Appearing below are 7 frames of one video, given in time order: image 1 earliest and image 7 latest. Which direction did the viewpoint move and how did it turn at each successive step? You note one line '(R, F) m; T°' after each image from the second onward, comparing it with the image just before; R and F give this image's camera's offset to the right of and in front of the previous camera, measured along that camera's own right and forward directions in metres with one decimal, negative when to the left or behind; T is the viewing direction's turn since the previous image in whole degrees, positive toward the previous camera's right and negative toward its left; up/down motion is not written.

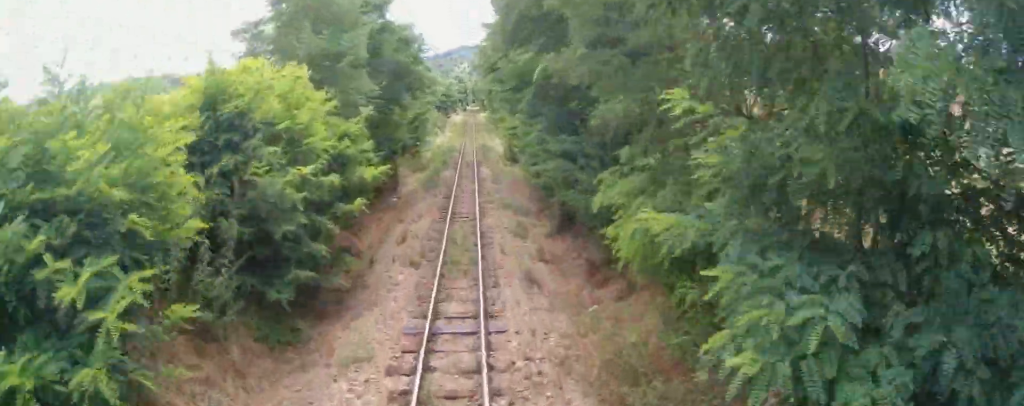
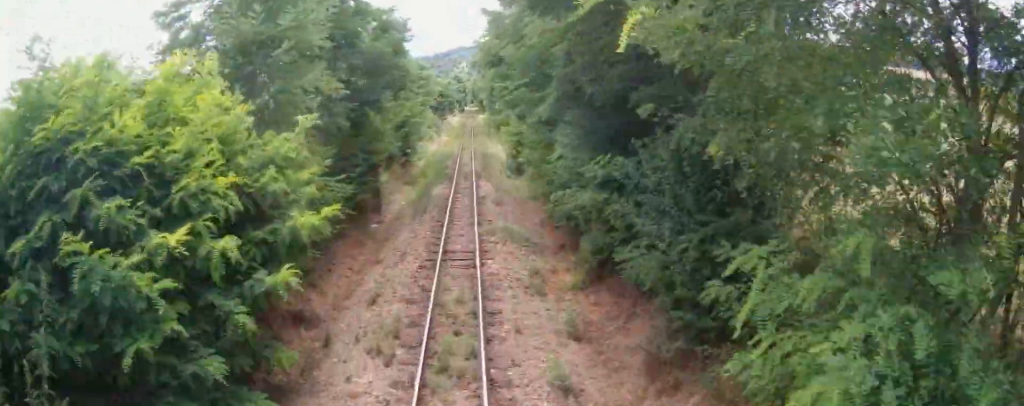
(-0.1, +4.6) m; -1°
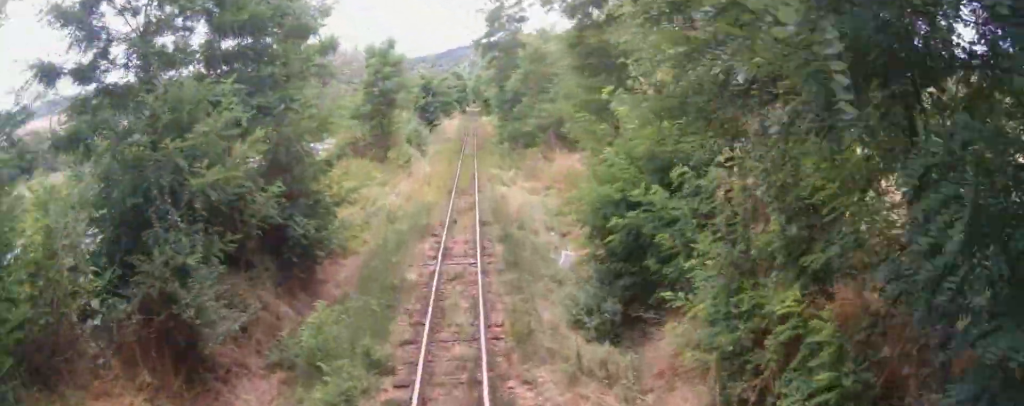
(-0.6, +20.0) m; -2°
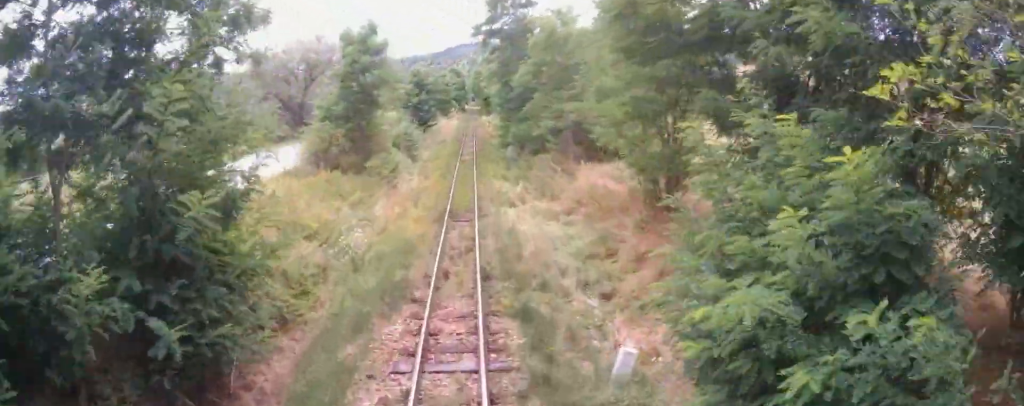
(0.0, +5.4) m; 0°
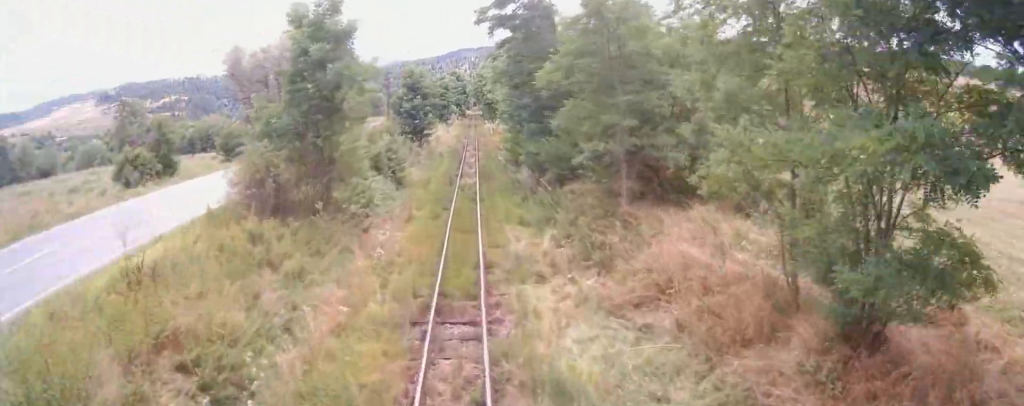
(-0.1, +7.5) m; 0°
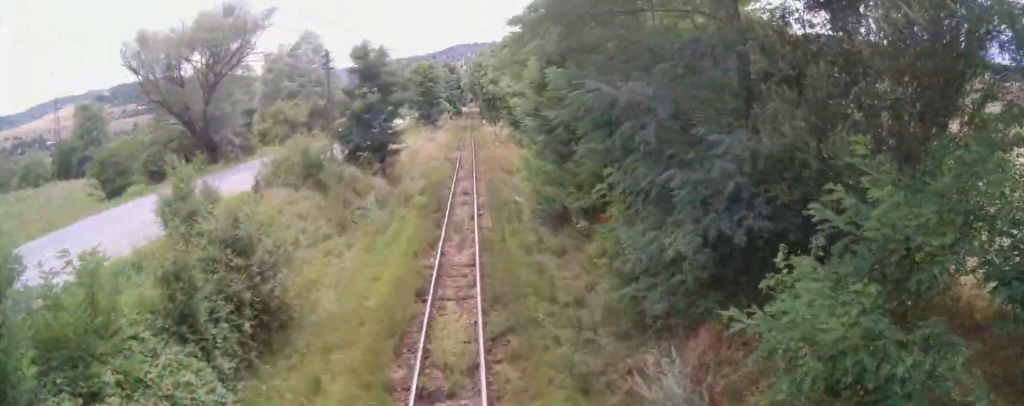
(0.0, +17.4) m; 0°
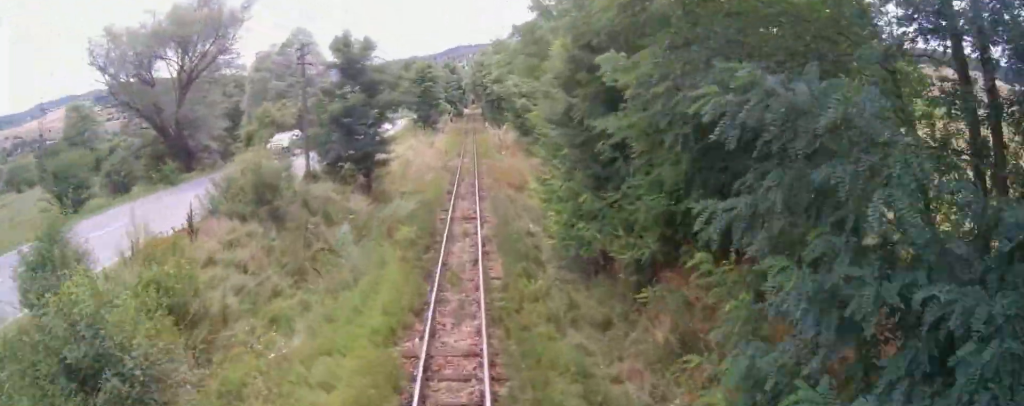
(0.0, +4.5) m; 0°
